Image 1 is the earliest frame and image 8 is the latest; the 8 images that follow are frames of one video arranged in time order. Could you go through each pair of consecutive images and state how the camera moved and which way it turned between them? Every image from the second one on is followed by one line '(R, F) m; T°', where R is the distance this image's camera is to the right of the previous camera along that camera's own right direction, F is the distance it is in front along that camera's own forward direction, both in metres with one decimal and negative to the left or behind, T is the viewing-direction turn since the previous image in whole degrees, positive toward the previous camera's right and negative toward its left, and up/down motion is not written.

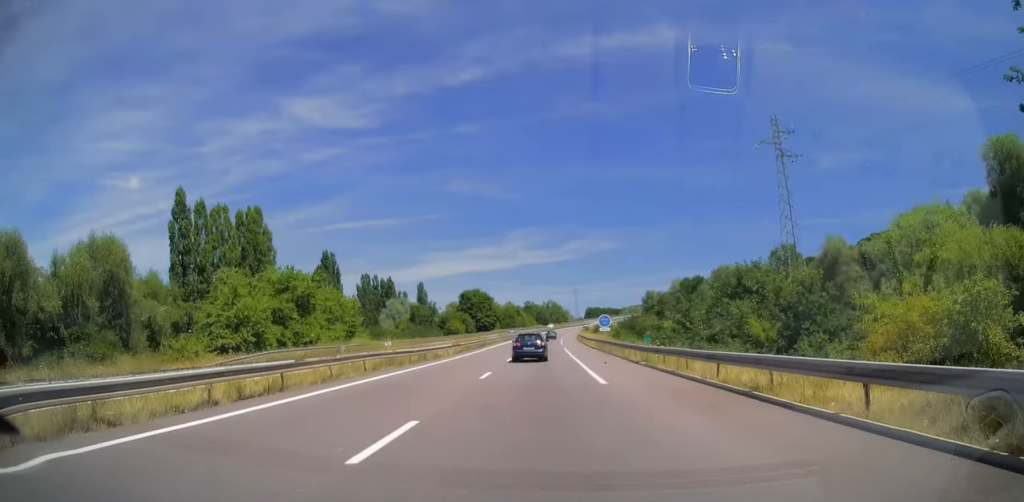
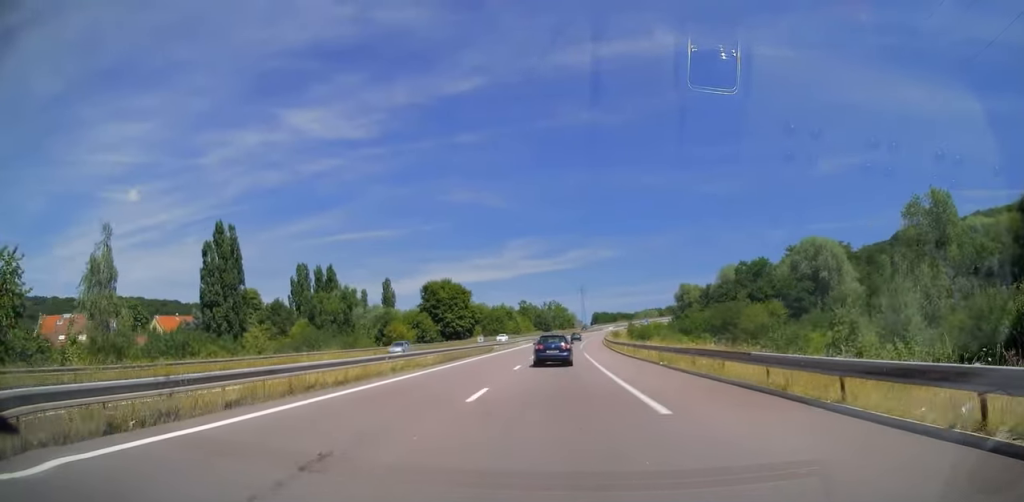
(-0.2, +58.8) m; 0°
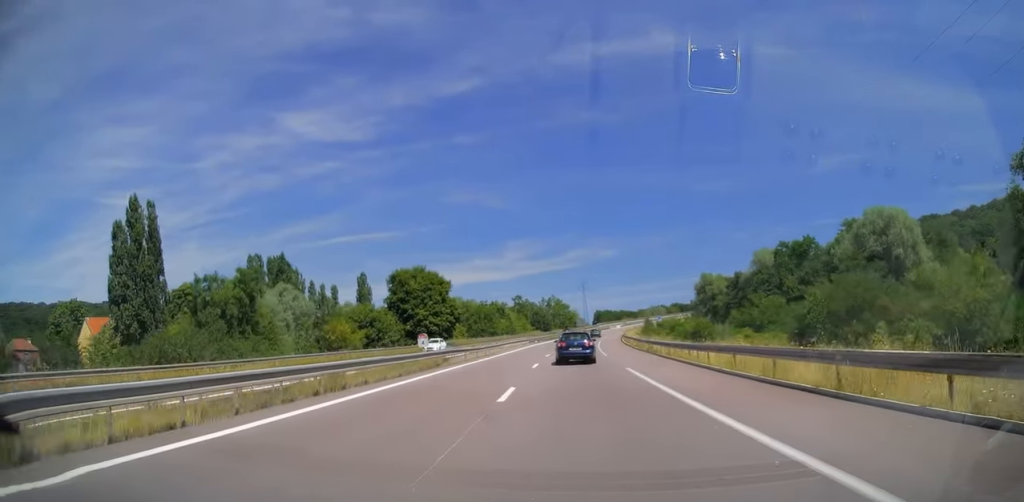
(0.0, +26.6) m; 0°
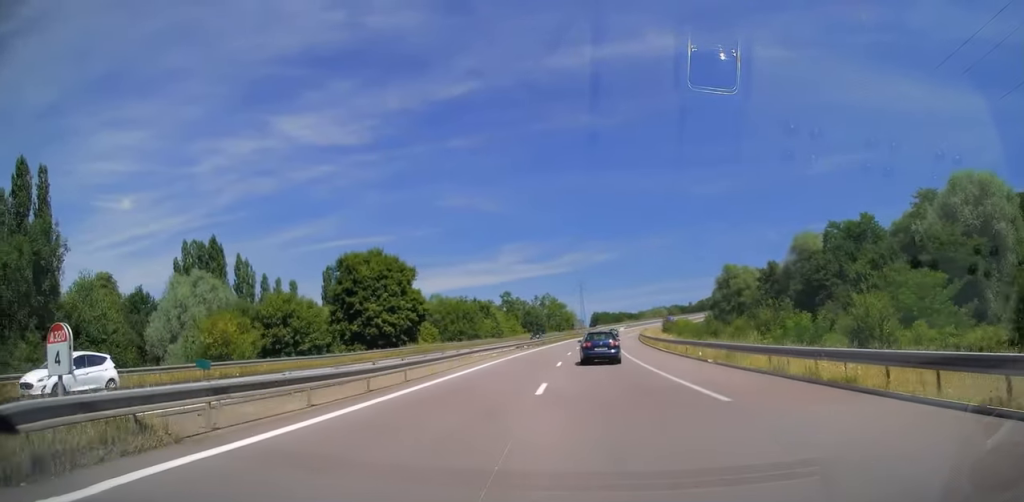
(+0.1, +24.6) m; +1°
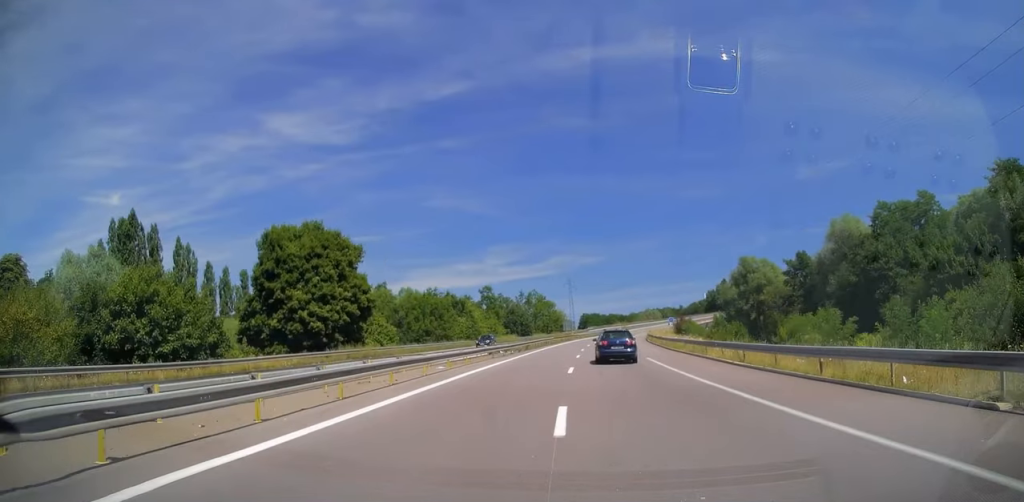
(0.0, +19.1) m; +1°
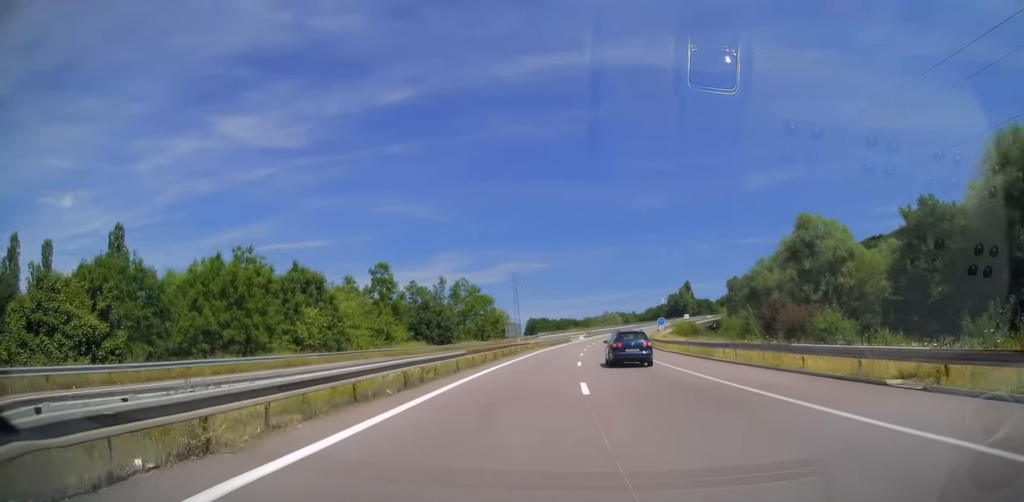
(+1.4, +46.3) m; +4°
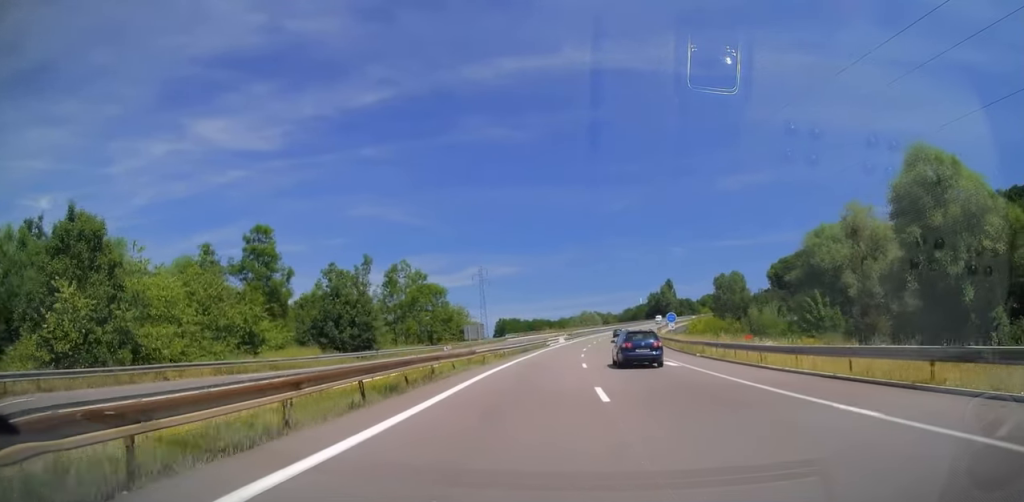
(+0.7, +27.6) m; +3°
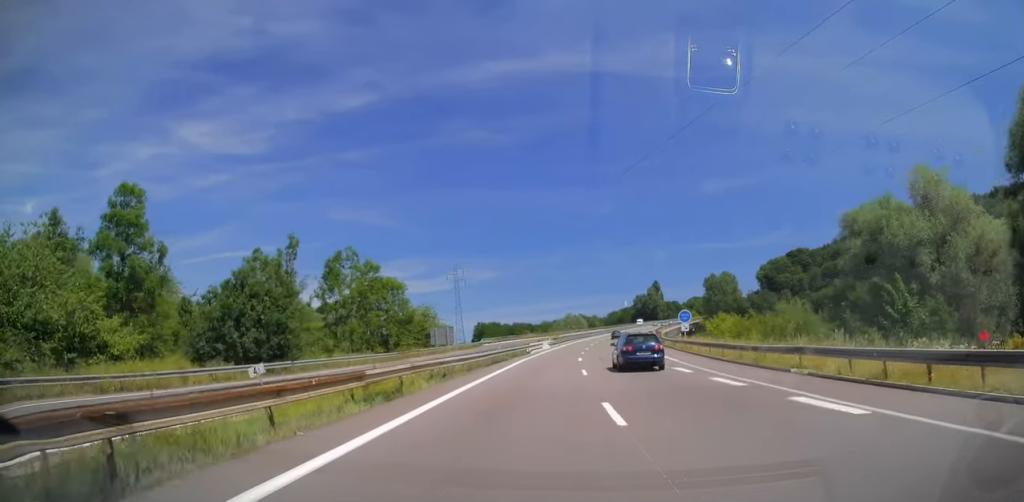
(+0.2, +15.9) m; +2°
